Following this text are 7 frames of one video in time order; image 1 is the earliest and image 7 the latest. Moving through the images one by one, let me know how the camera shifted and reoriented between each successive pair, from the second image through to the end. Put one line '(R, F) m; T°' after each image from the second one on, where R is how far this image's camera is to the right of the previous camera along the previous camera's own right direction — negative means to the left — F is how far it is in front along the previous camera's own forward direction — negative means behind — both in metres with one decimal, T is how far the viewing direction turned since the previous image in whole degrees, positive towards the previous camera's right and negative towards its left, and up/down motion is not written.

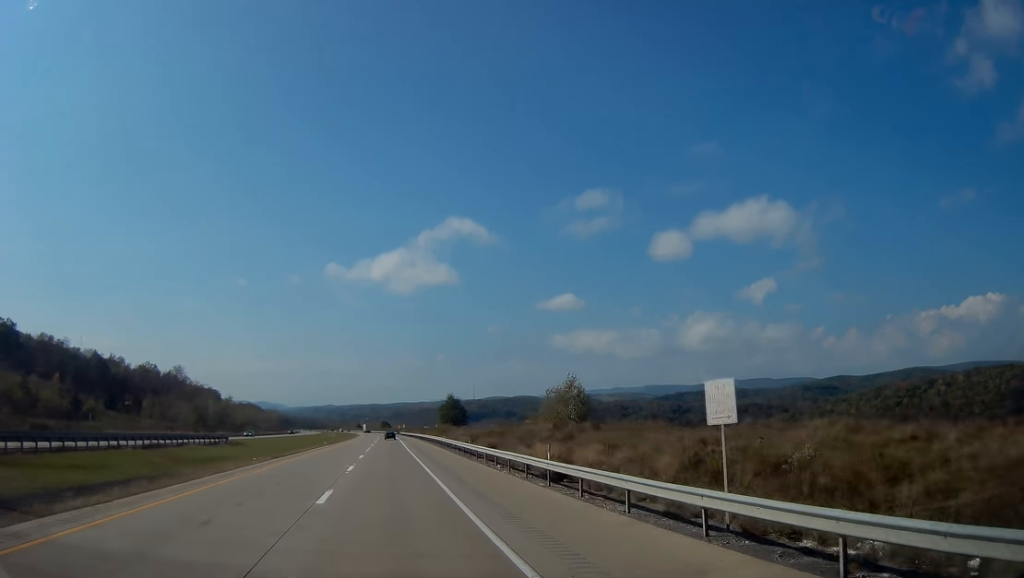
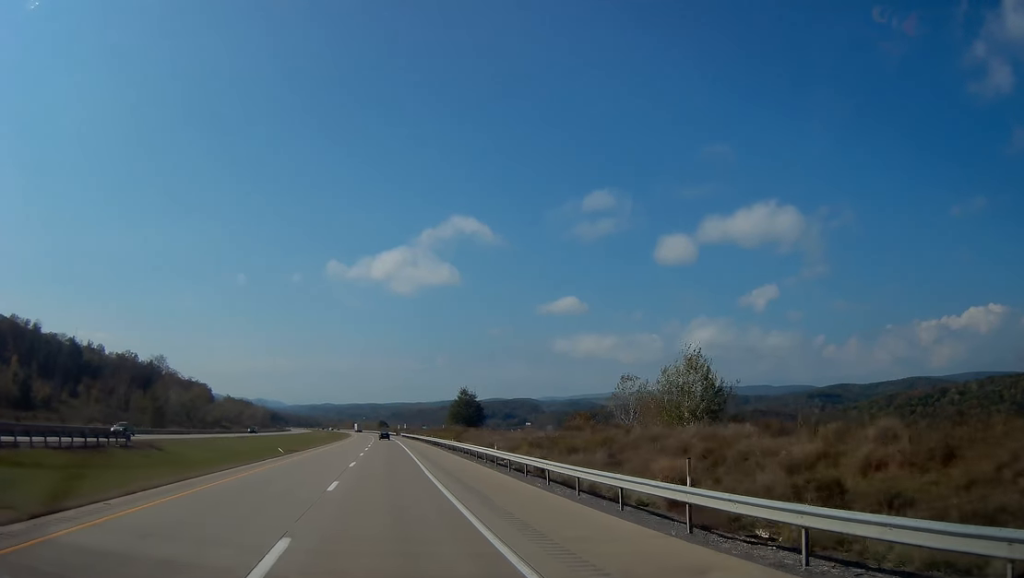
(-0.1, +33.1) m; 0°
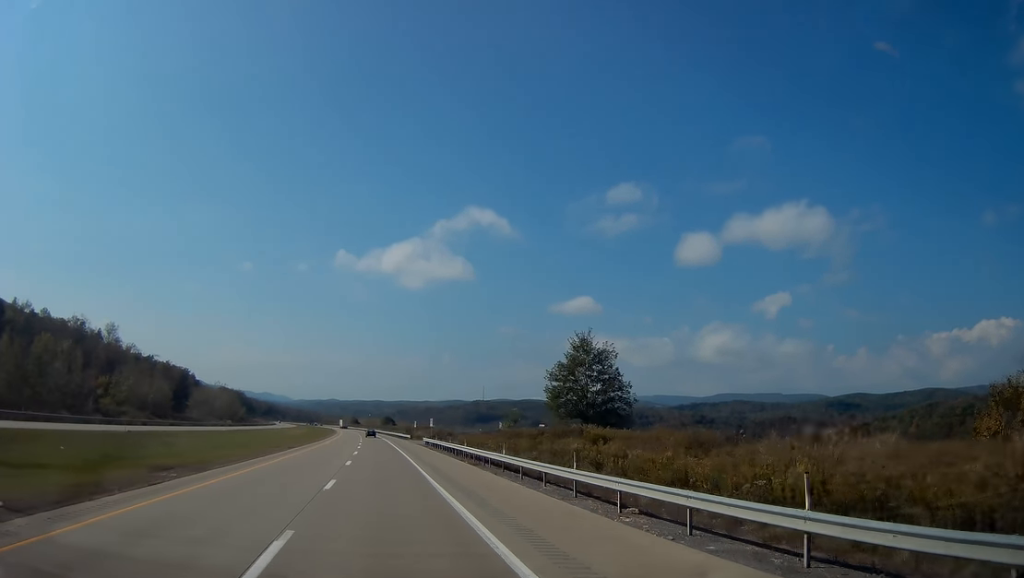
(-0.1, +83.4) m; 0°
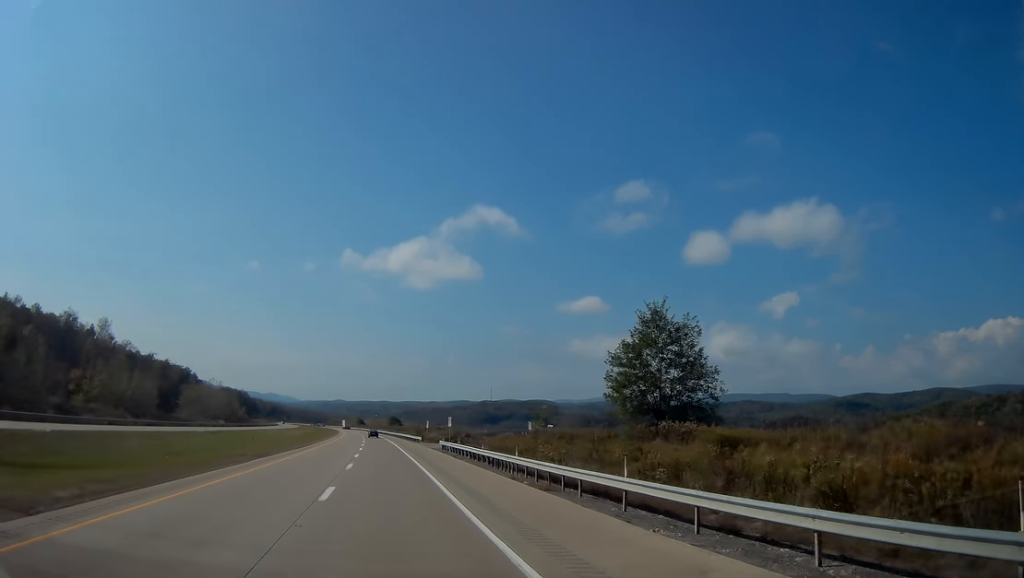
(0.0, +15.2) m; 0°
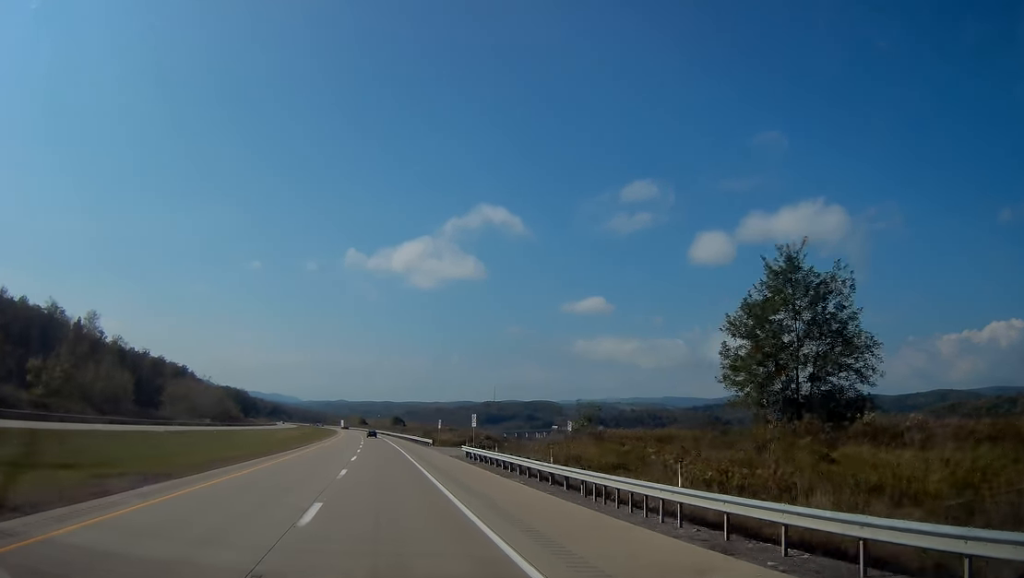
(0.0, +16.2) m; 0°
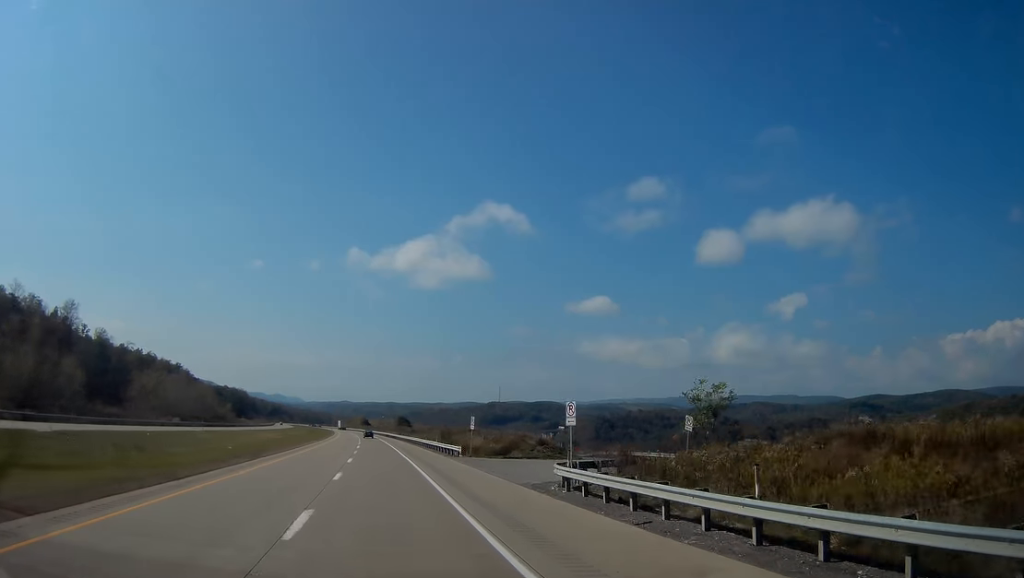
(0.0, +25.5) m; -1°
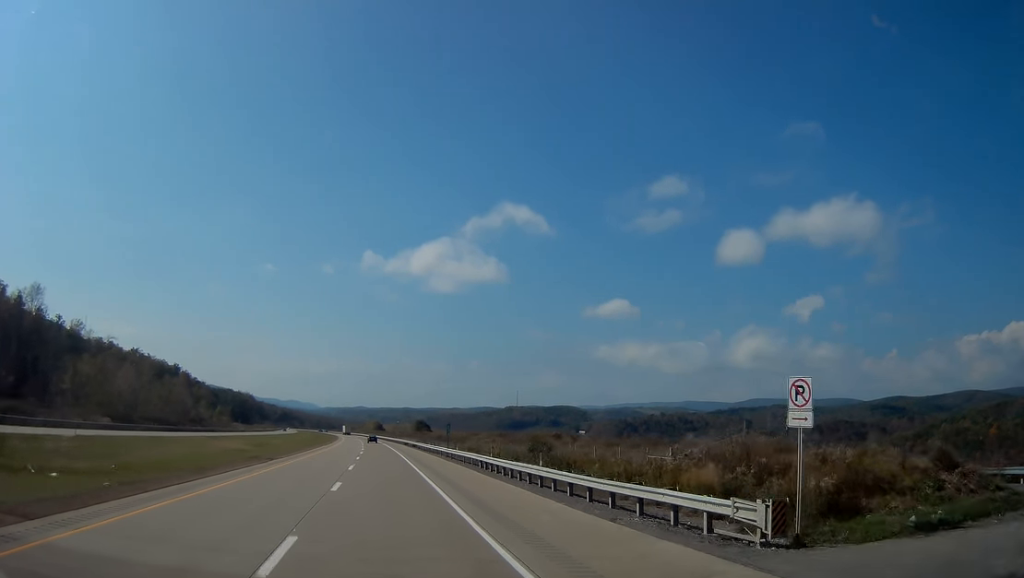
(-0.5, +39.4) m; -1°
